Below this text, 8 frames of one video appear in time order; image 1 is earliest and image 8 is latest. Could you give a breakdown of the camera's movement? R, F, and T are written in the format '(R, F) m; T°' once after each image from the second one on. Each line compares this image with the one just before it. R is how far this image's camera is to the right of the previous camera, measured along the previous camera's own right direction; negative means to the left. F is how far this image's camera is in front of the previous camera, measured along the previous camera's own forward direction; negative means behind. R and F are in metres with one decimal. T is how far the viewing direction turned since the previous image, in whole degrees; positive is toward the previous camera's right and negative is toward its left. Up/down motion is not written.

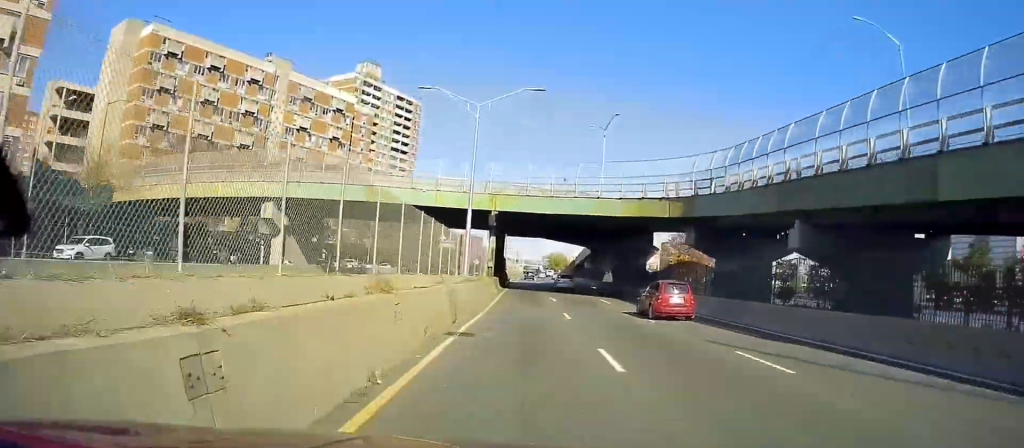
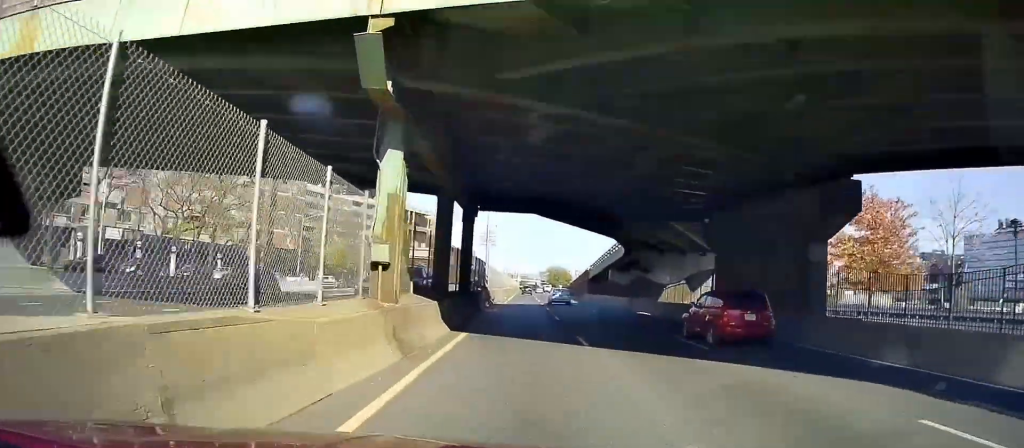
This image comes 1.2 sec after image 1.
(+0.4, +31.8) m; +1°
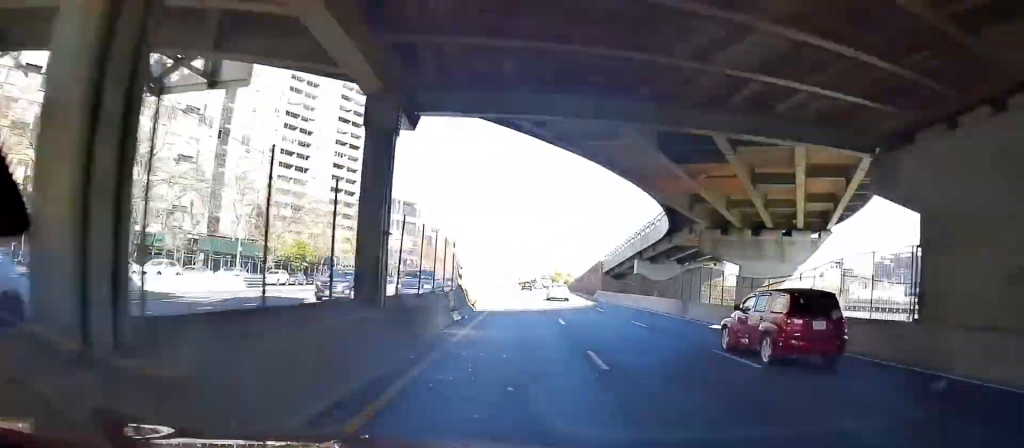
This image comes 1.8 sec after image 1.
(+0.1, +16.3) m; 0°
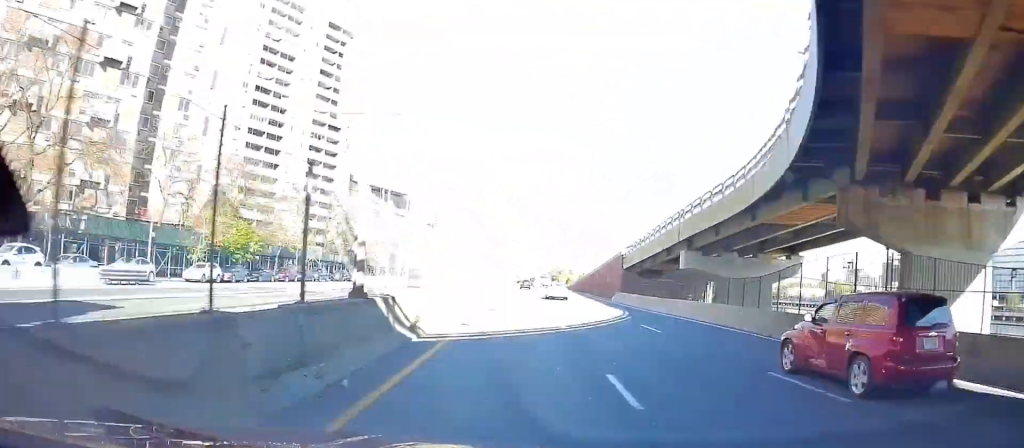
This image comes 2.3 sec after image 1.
(-0.1, +15.2) m; 0°
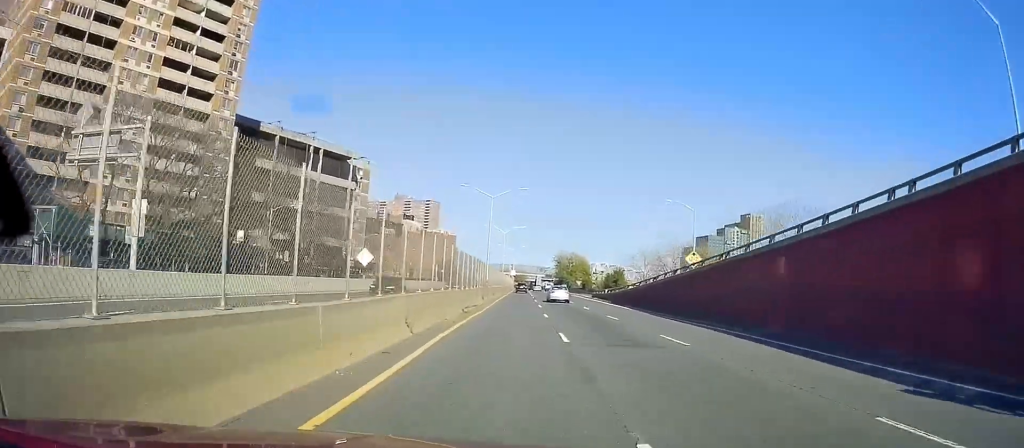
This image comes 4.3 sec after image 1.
(+0.6, +52.7) m; +2°
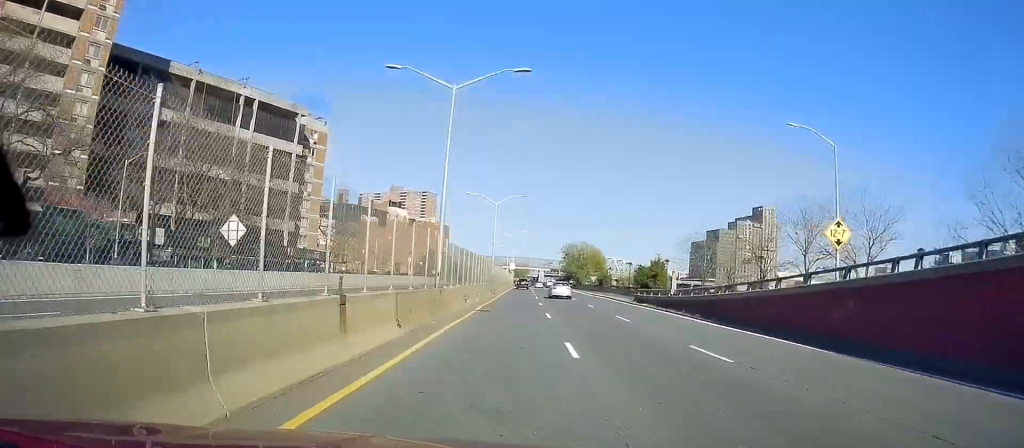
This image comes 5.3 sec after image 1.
(0.0, +28.2) m; -1°
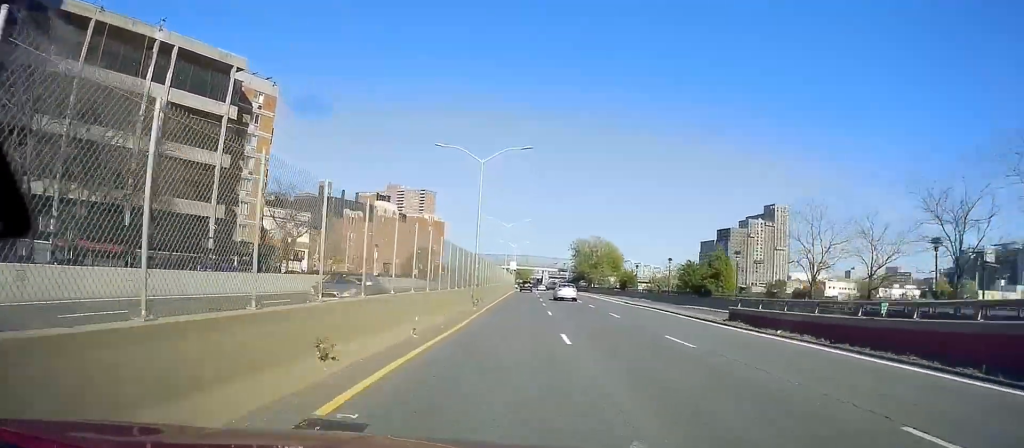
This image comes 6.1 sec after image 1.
(-0.2, +21.8) m; -1°
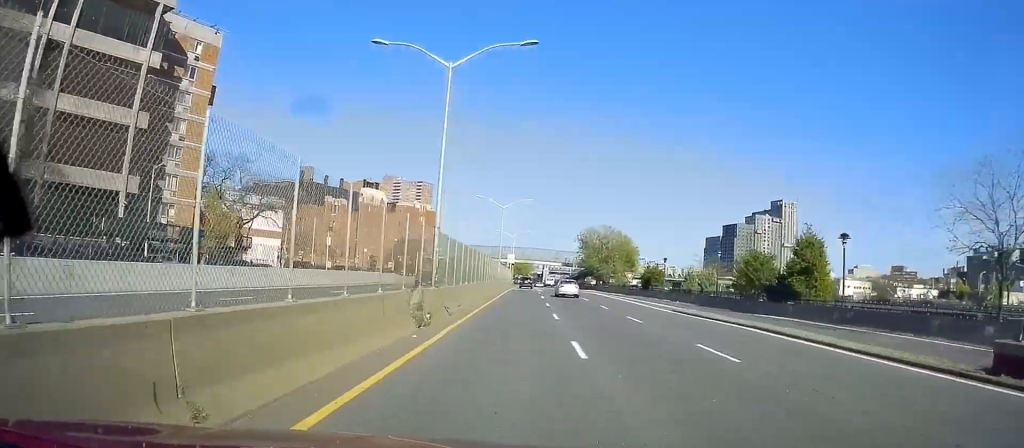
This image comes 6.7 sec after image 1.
(-0.3, +16.3) m; +1°
